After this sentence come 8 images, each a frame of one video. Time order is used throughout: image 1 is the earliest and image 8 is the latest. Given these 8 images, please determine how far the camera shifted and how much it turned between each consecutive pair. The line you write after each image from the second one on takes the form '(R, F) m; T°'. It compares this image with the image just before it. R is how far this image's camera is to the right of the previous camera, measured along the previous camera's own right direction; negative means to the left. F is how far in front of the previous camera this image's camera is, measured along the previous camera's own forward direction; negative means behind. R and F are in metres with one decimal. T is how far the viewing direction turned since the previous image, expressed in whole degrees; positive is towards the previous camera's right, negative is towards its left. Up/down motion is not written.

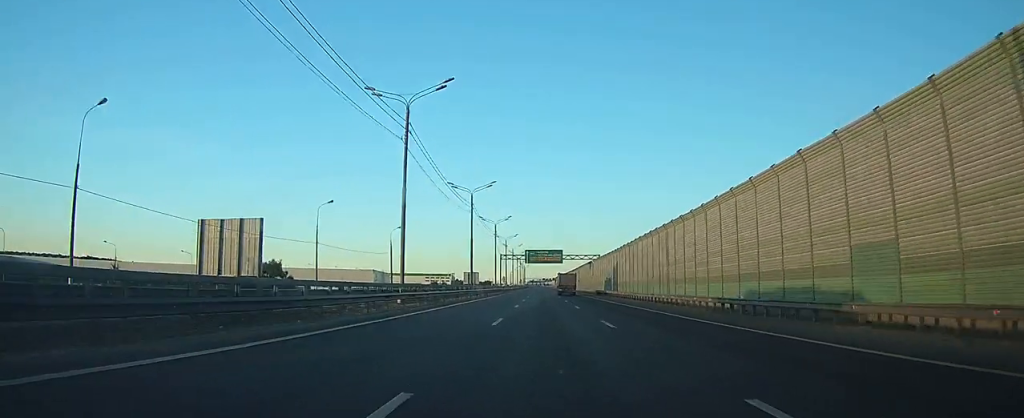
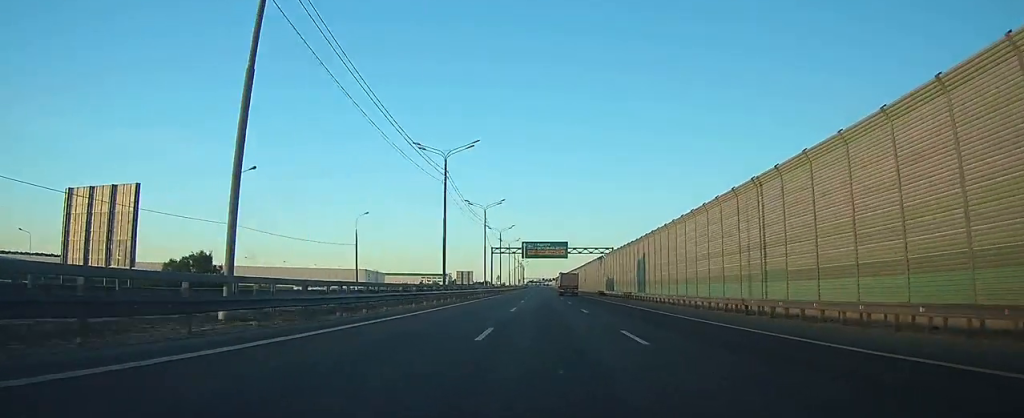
(0.0, +20.8) m; 0°
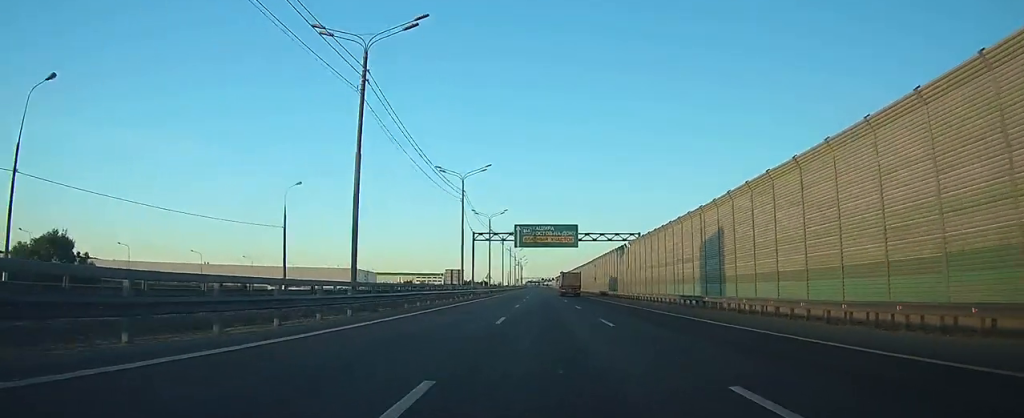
(0.0, +25.3) m; 0°
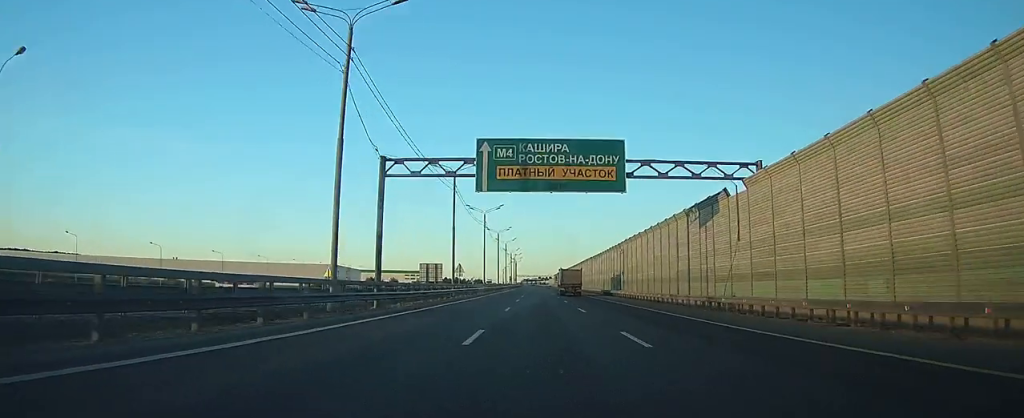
(0.0, +38.9) m; 0°
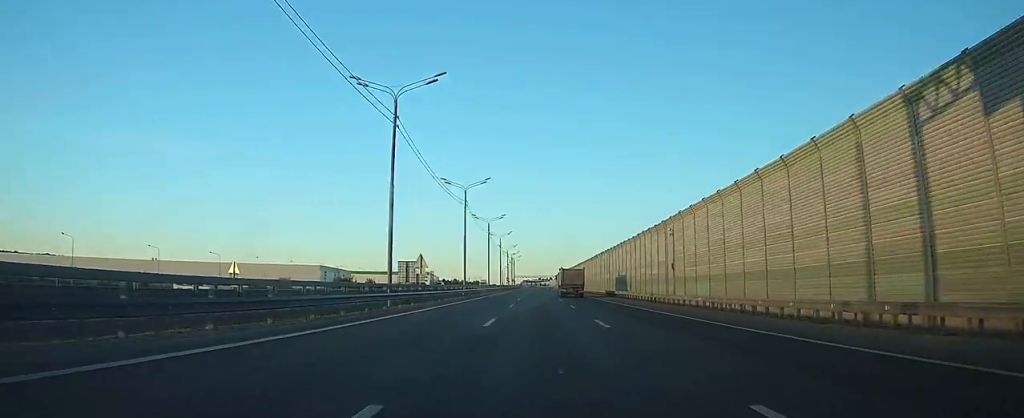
(+0.1, +25.8) m; 0°
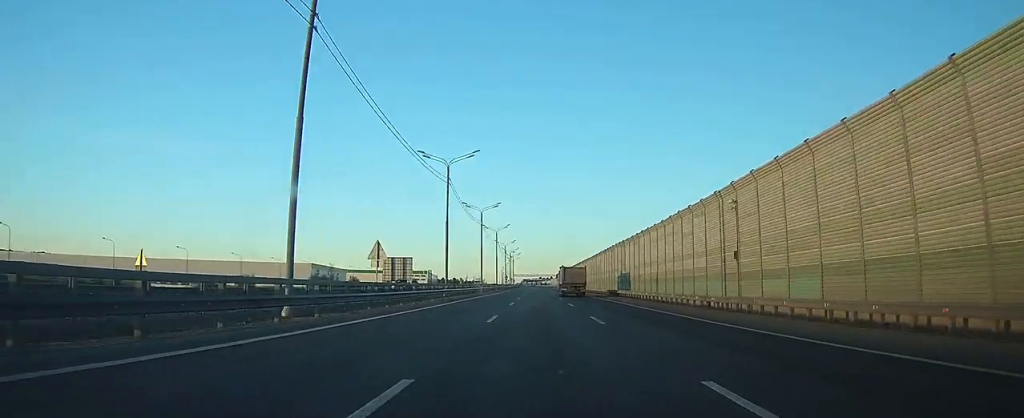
(0.0, +14.3) m; 0°
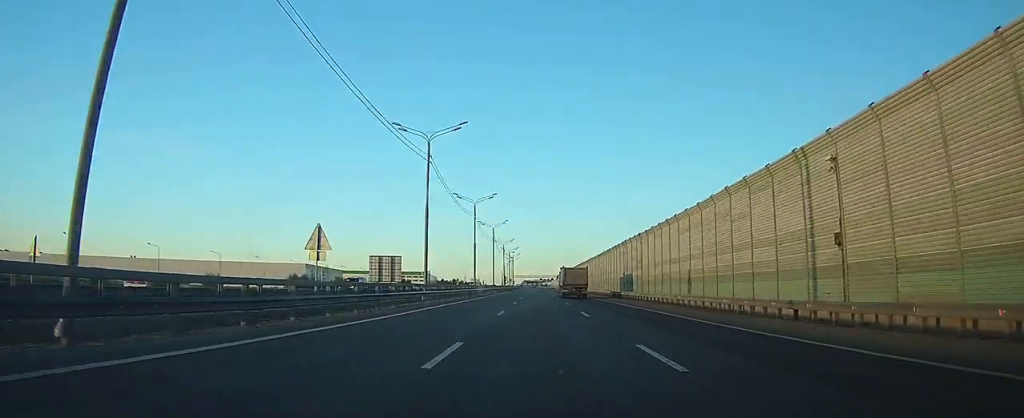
(0.0, +10.8) m; 0°
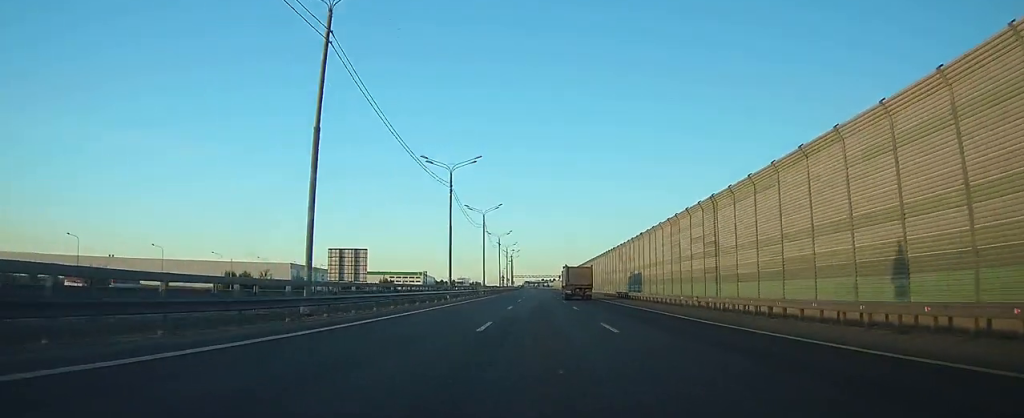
(0.0, +24.5) m; 0°
